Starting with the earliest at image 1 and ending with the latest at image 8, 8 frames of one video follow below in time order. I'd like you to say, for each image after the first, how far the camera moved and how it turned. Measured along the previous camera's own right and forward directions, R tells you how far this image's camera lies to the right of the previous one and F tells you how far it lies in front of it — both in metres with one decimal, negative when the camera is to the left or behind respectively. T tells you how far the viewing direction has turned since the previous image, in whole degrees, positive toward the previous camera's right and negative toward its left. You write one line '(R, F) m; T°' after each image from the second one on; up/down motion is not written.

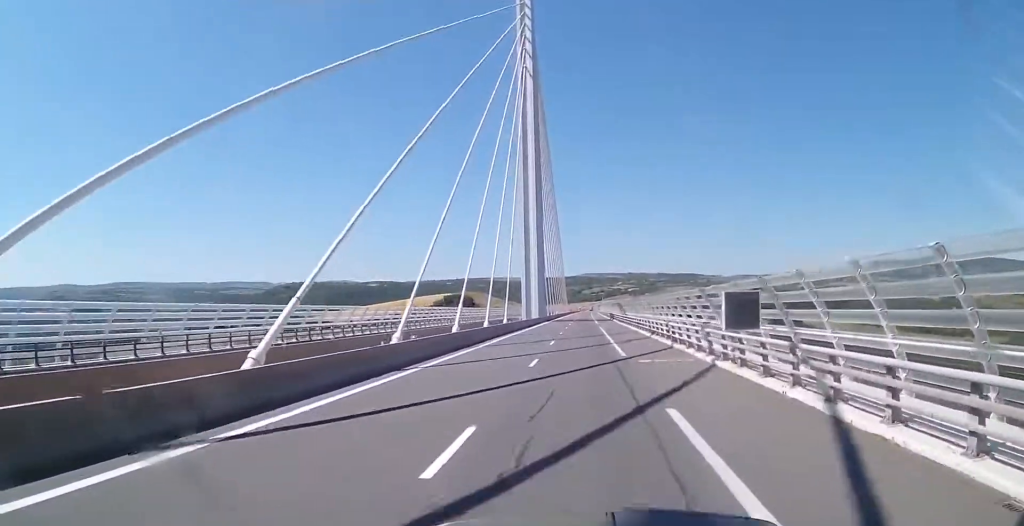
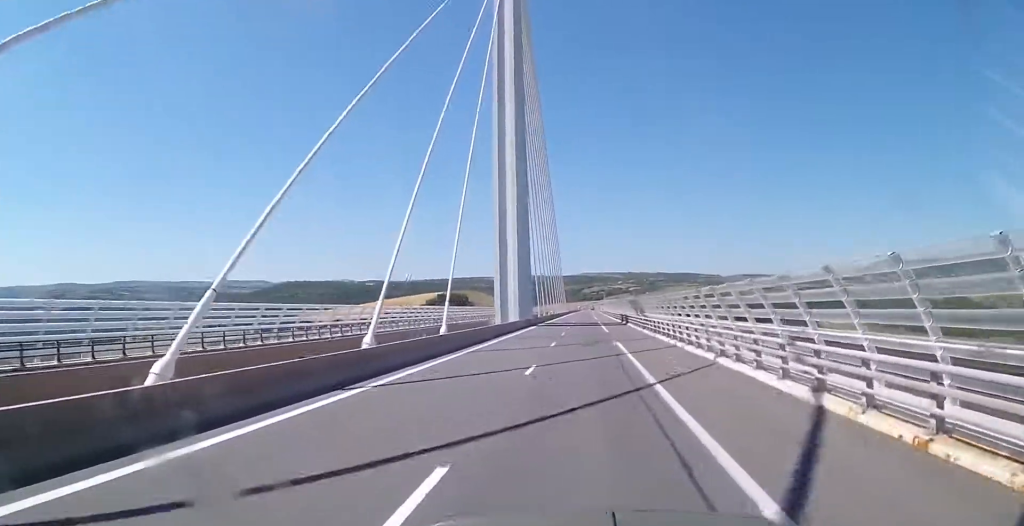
(-0.3, +29.1) m; 0°
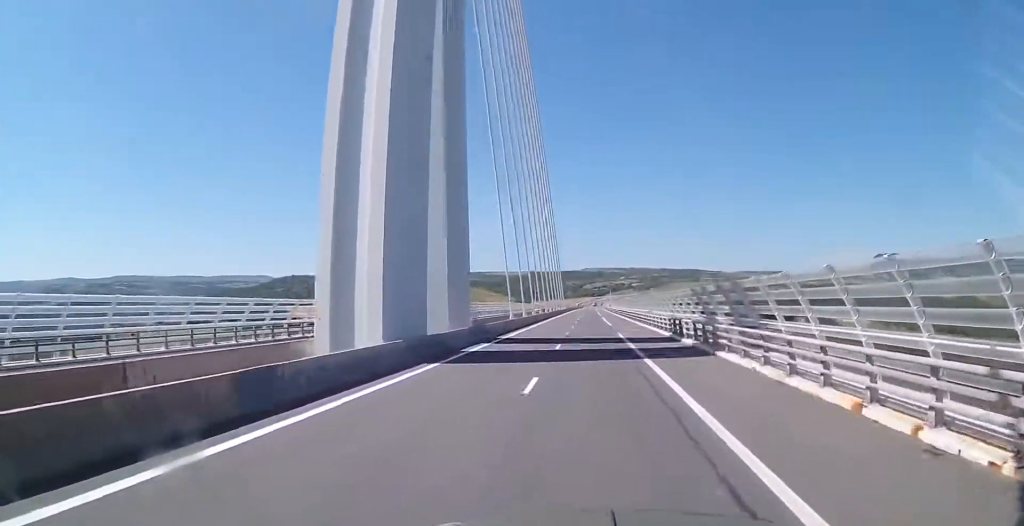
(+0.5, +44.2) m; 0°
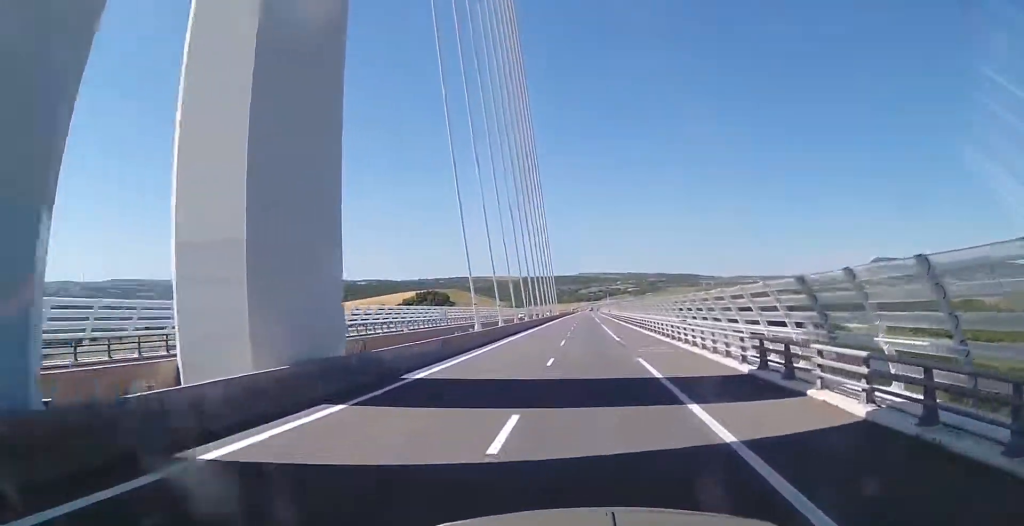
(-0.1, +18.3) m; 0°
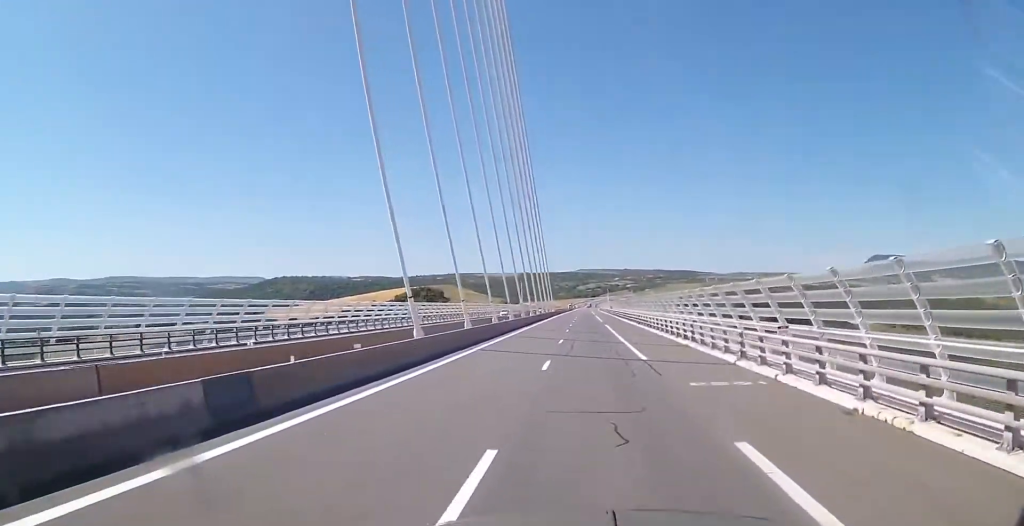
(-0.2, +16.0) m; 0°
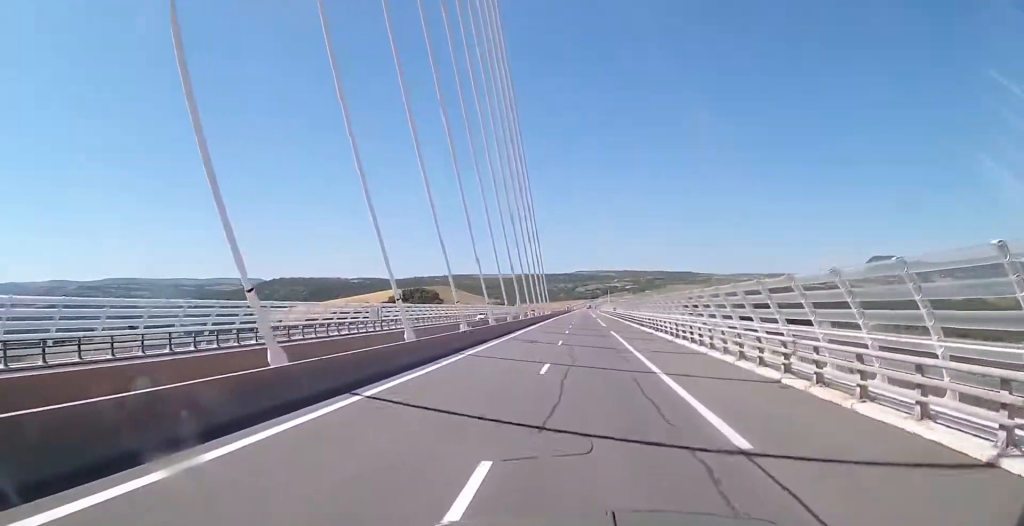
(+0.2, +13.8) m; 0°
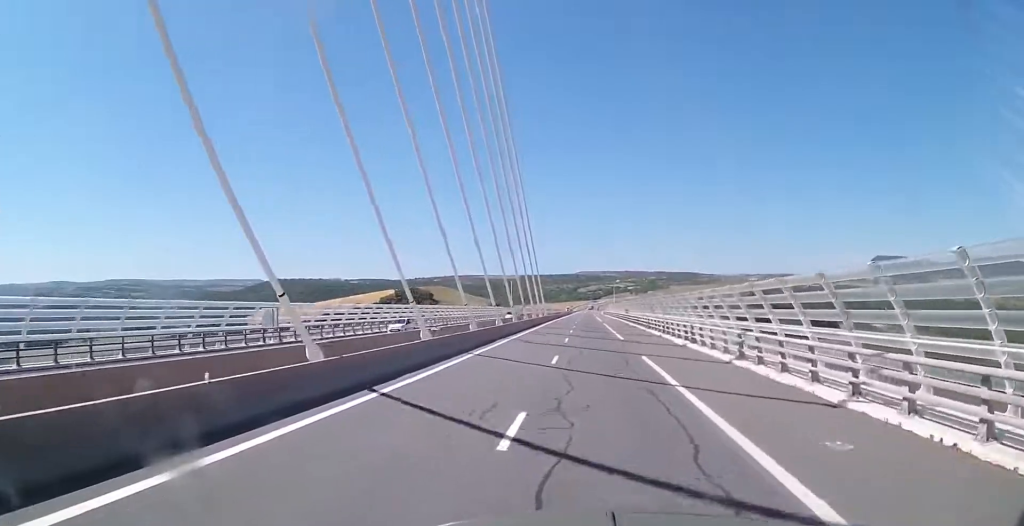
(+0.2, +22.7) m; 0°
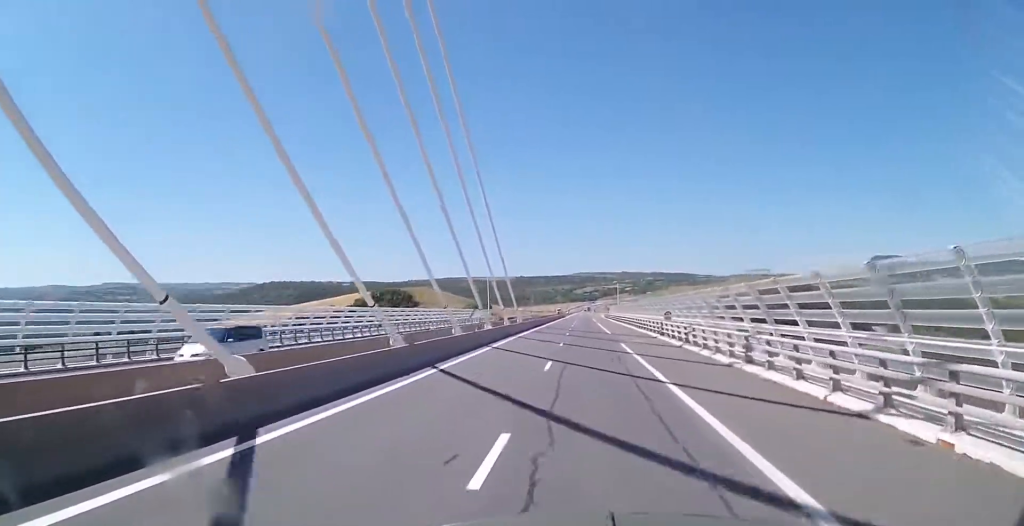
(0.0, +41.4) m; 0°
